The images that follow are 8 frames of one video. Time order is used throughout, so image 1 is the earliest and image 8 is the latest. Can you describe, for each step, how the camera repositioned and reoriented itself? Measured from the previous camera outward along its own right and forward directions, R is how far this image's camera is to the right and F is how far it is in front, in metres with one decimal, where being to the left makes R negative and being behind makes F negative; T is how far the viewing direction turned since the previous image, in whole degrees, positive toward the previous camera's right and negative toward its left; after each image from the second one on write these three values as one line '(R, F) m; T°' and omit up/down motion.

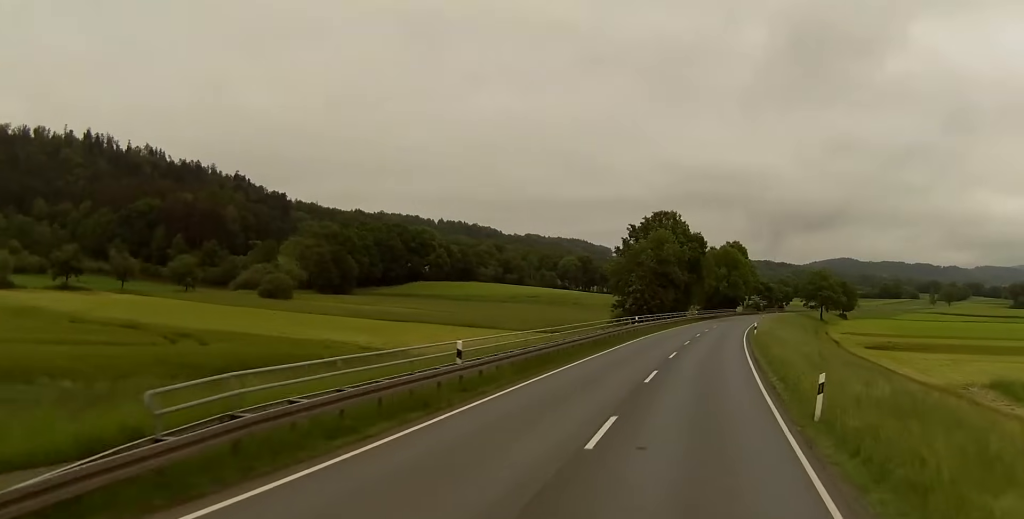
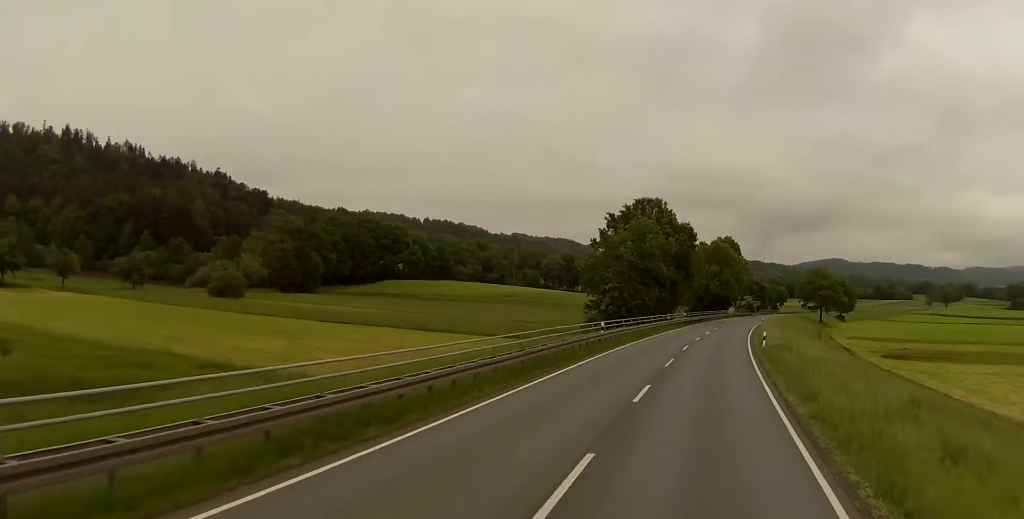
(+0.1, +13.6) m; +1°
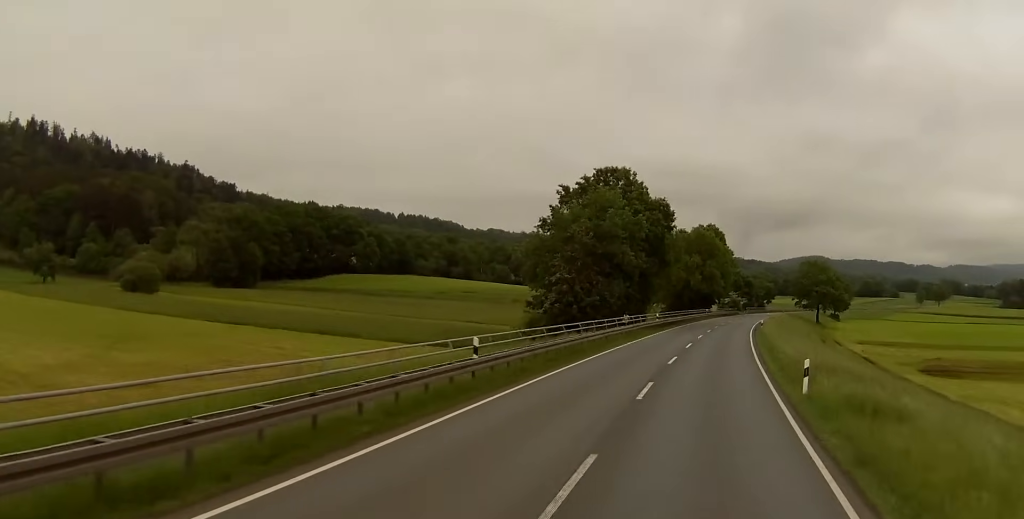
(+0.3, +19.3) m; +1°
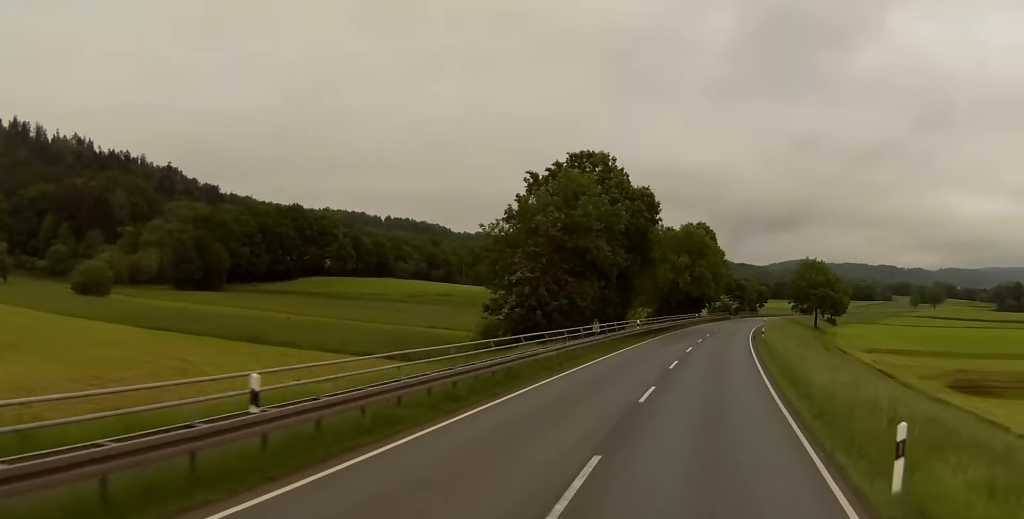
(0.0, +10.3) m; 0°
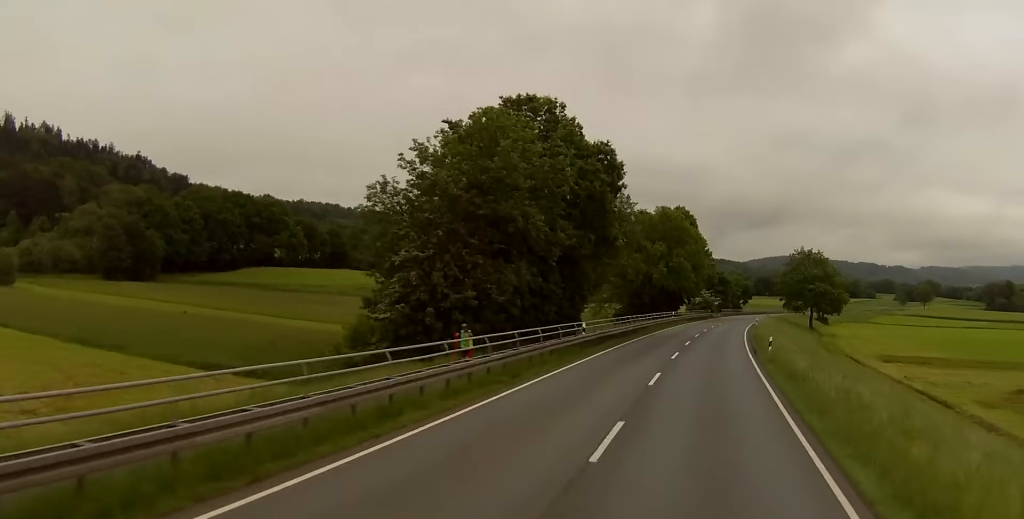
(0.0, +19.5) m; 0°
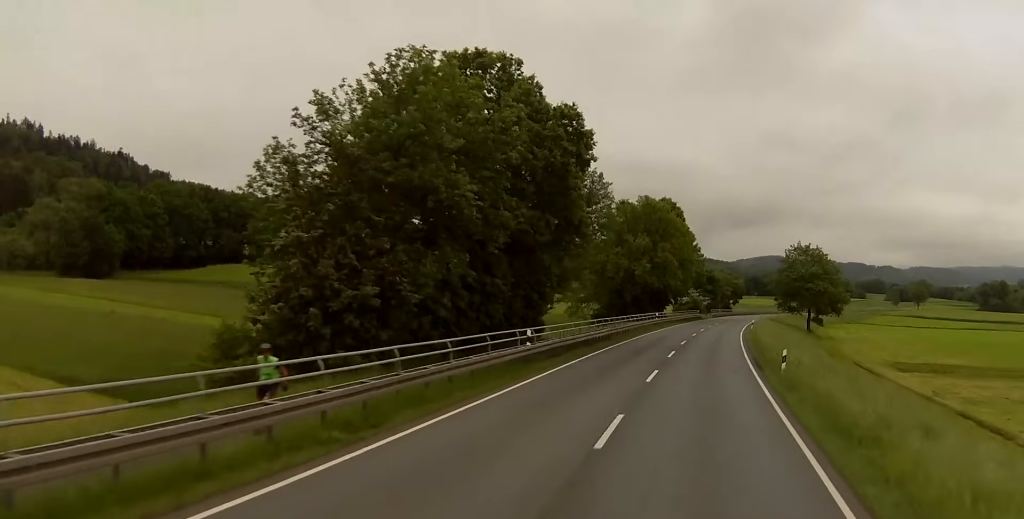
(-0.1, +11.5) m; +1°
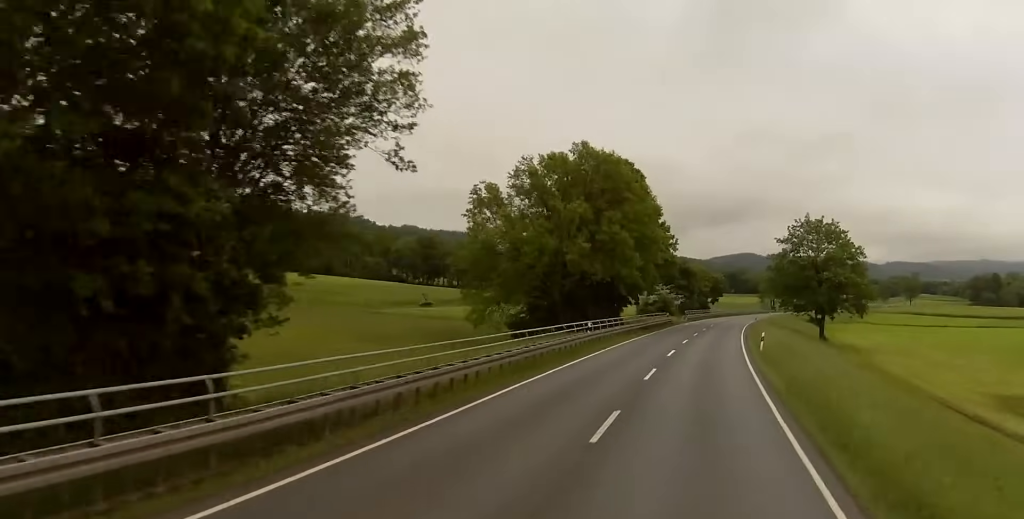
(+1.3, +40.7) m; +3°
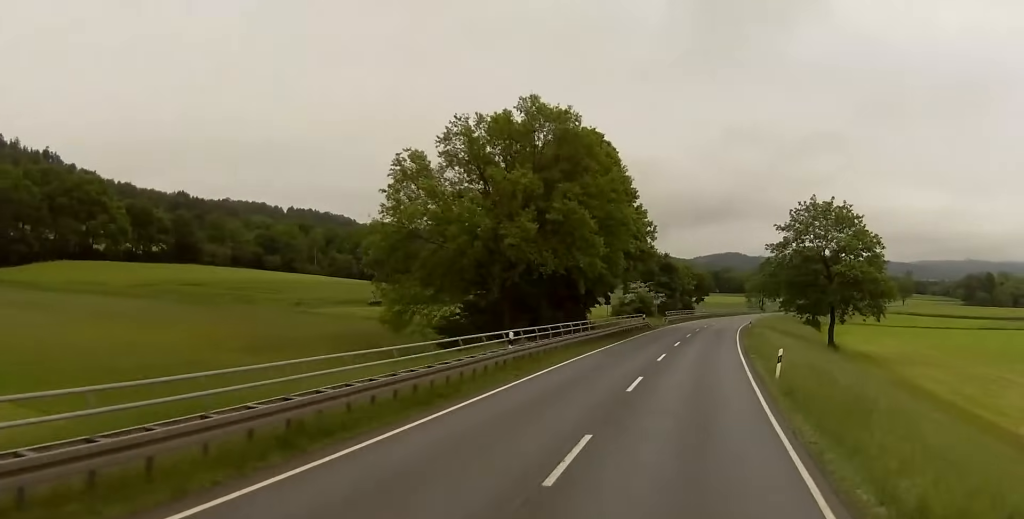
(+0.1, +19.8) m; +1°
